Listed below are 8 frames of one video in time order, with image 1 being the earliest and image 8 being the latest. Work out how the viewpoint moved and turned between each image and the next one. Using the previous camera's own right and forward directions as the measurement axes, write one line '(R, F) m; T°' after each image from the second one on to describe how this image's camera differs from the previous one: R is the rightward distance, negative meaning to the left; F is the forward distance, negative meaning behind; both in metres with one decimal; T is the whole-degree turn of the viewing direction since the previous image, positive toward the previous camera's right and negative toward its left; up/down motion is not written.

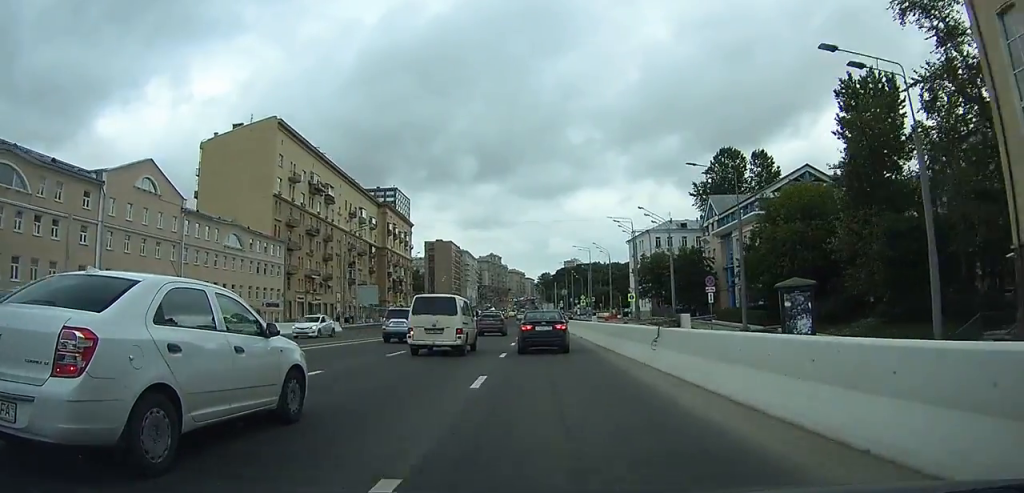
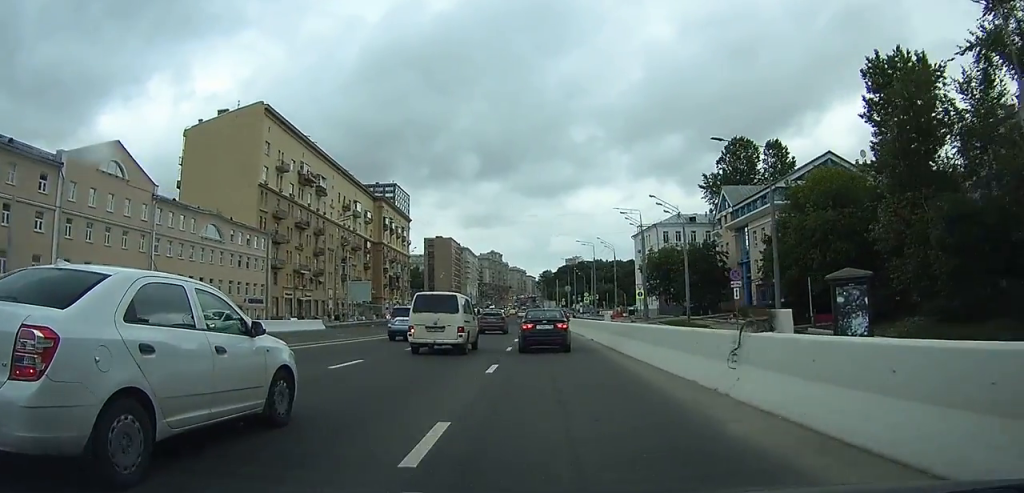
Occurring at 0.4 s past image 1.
(0.0, +5.4) m; 0°
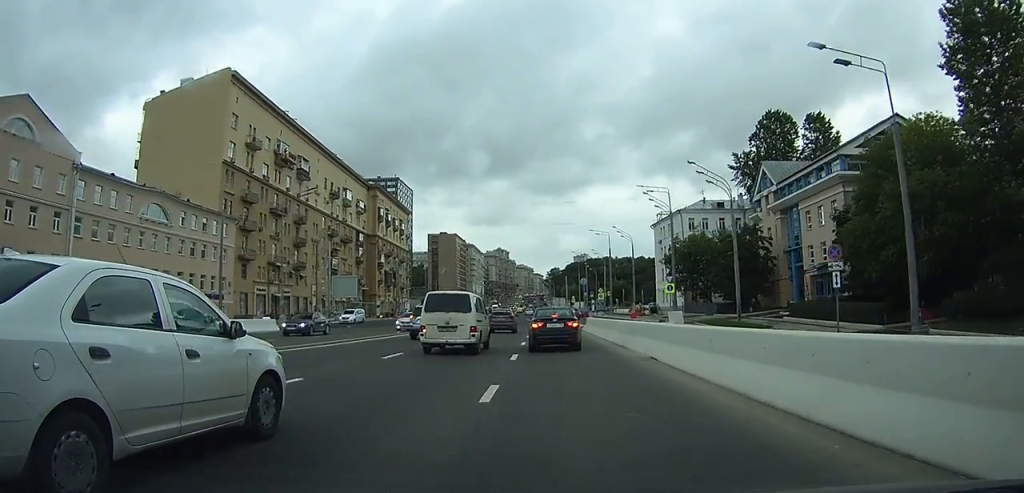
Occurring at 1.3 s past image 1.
(-0.1, +12.4) m; -1°
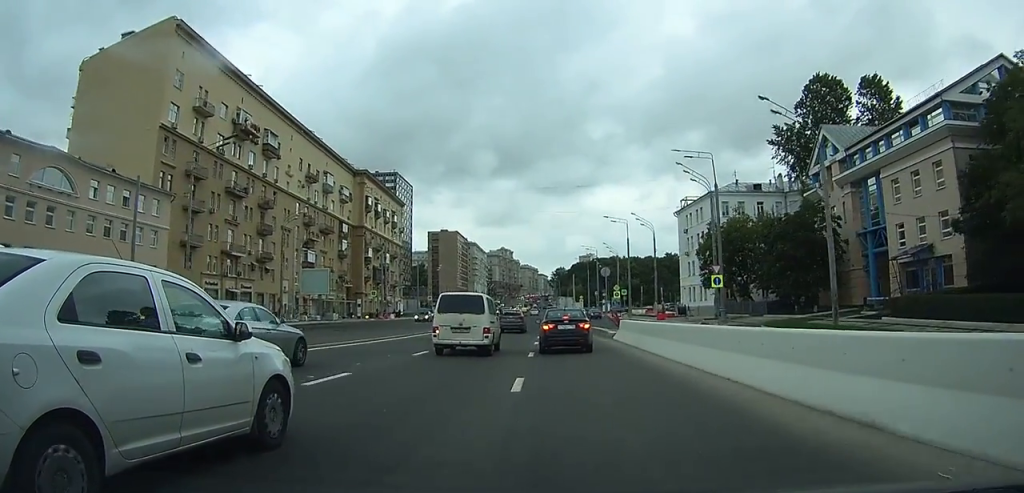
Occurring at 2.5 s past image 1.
(-0.2, +14.6) m; -1°
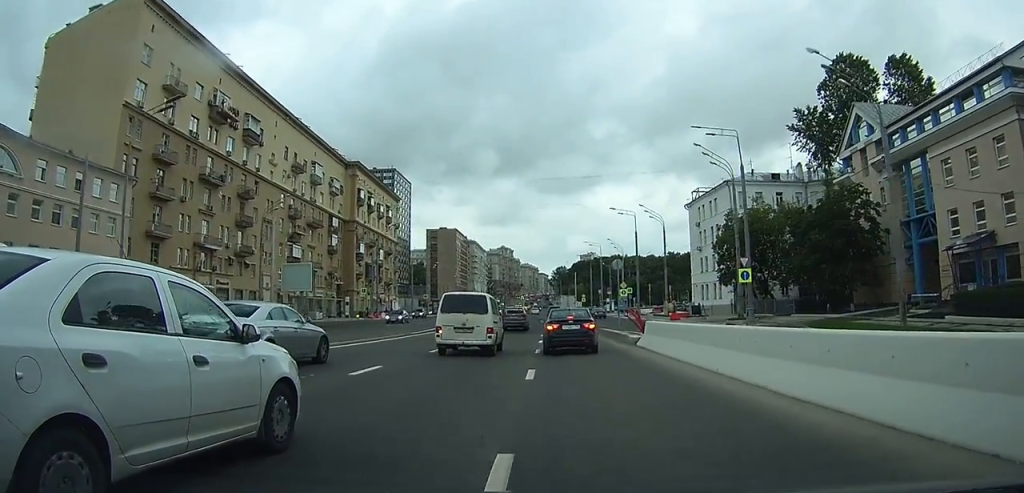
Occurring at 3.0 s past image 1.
(-0.1, +6.3) m; 0°
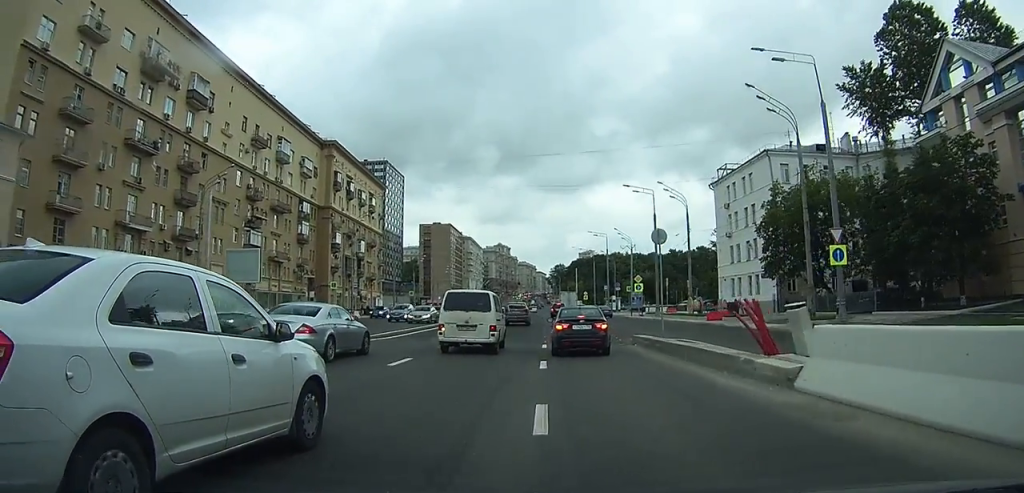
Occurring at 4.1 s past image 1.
(0.0, +13.5) m; 0°
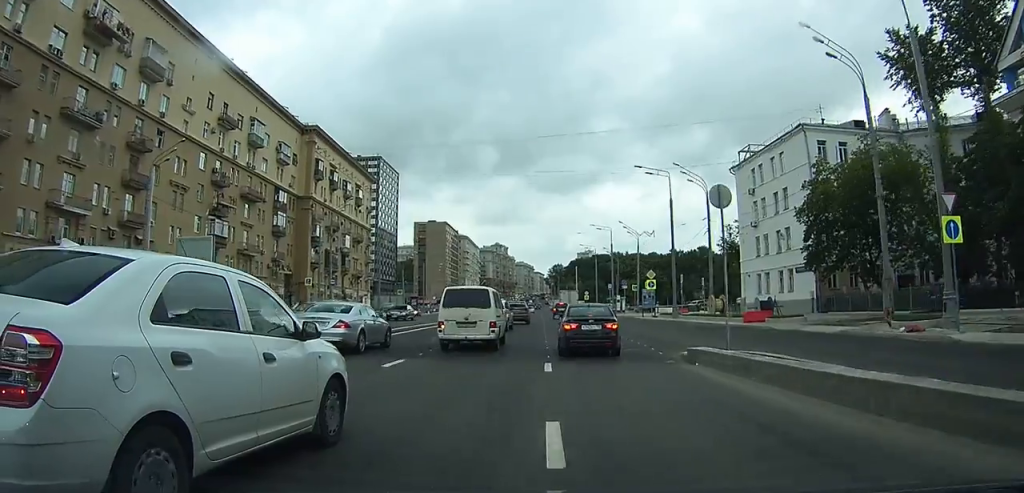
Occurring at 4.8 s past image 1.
(0.0, +8.8) m; +1°
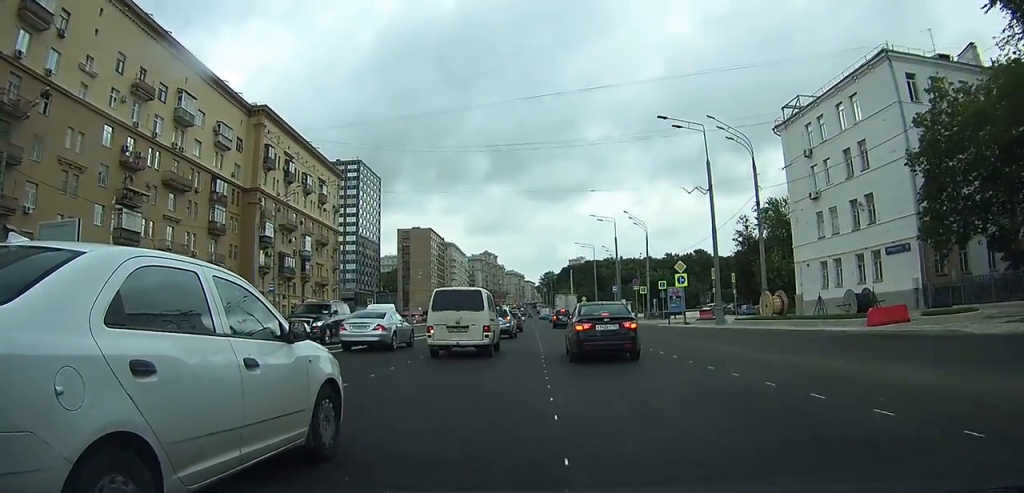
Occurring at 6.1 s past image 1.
(+0.2, +15.4) m; +1°
